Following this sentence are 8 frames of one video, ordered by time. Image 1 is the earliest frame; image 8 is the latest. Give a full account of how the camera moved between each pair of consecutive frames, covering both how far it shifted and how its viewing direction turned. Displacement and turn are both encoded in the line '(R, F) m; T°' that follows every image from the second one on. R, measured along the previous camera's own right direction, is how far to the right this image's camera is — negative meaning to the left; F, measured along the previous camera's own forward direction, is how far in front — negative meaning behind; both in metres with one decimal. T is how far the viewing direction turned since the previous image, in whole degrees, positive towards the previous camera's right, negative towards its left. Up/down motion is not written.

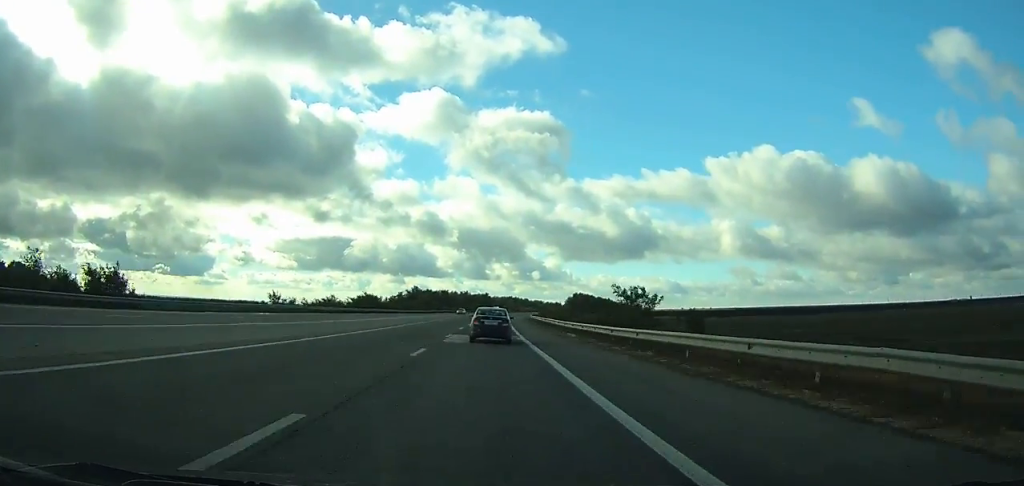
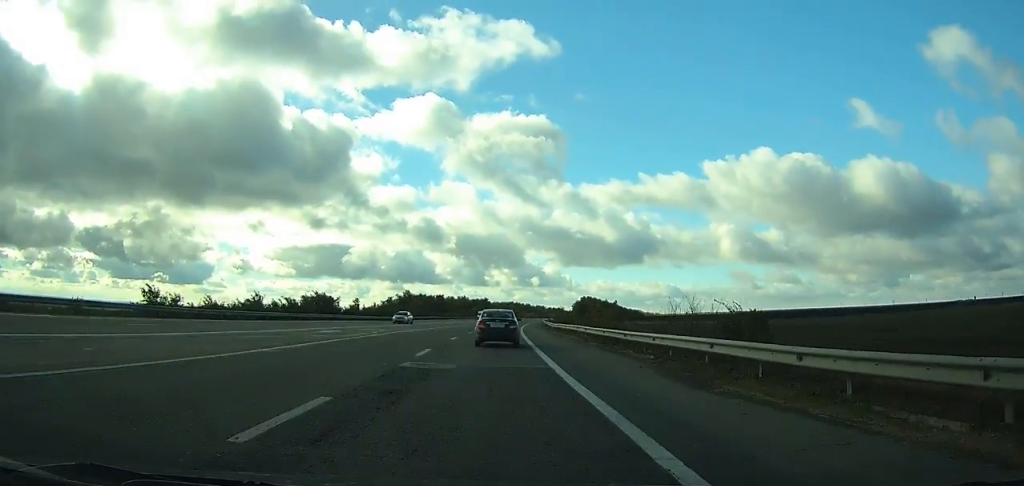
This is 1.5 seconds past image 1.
(+0.4, +34.2) m; +1°
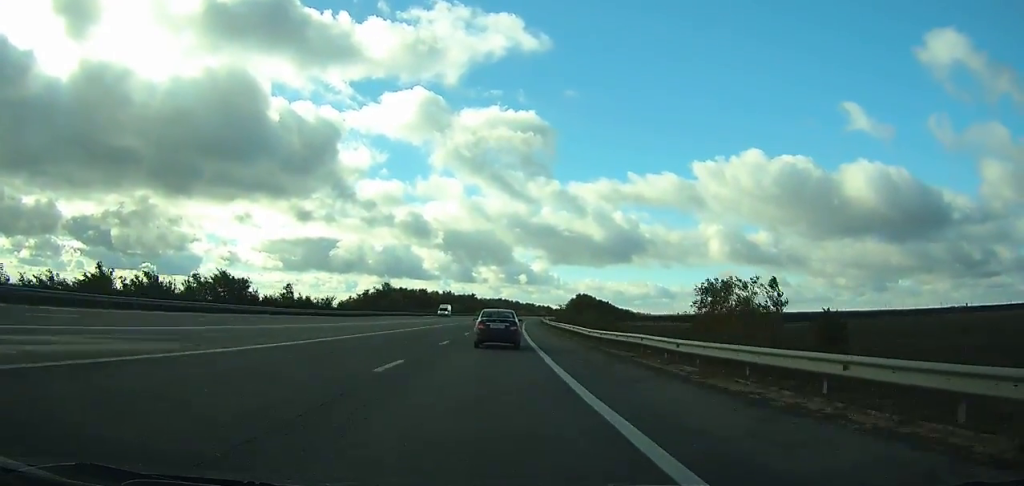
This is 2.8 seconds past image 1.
(+0.1, +29.6) m; +1°
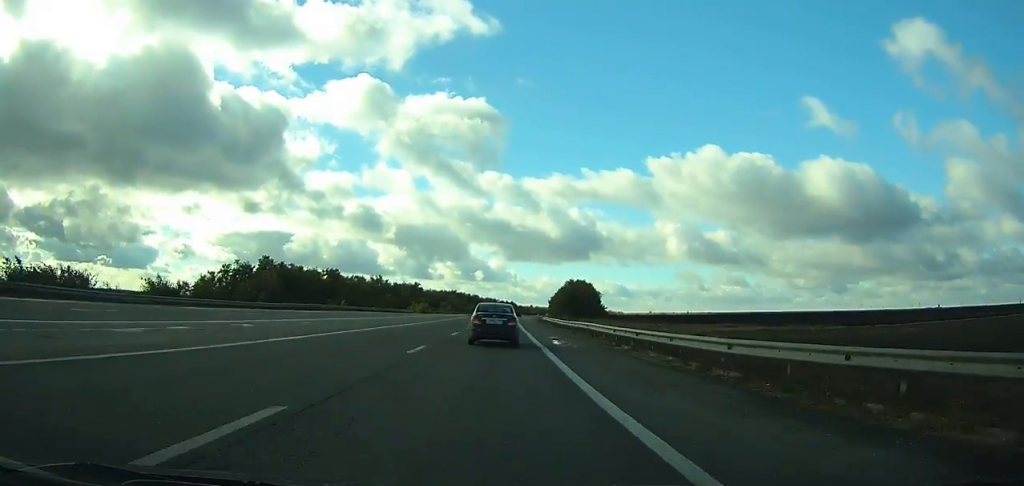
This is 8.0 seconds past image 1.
(+4.0, +116.3) m; +4°
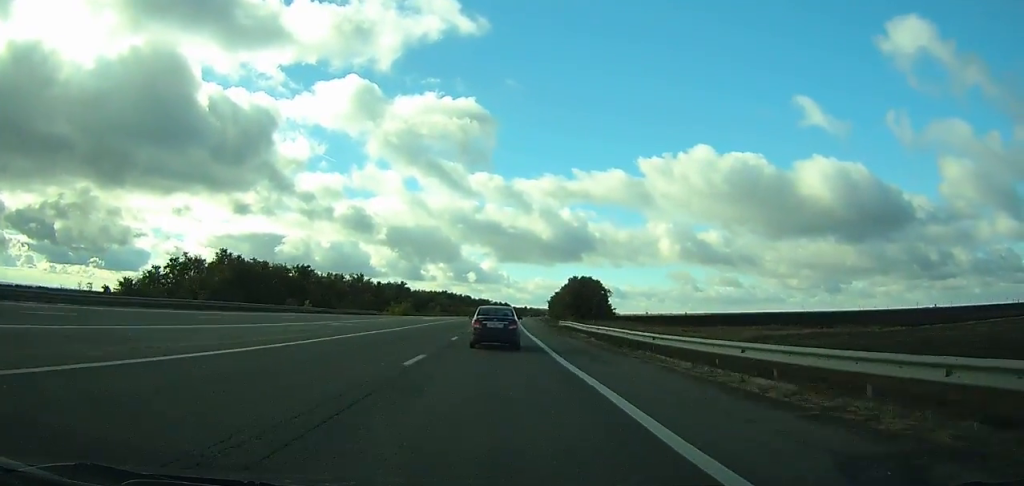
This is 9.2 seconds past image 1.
(-0.1, +26.6) m; +1°
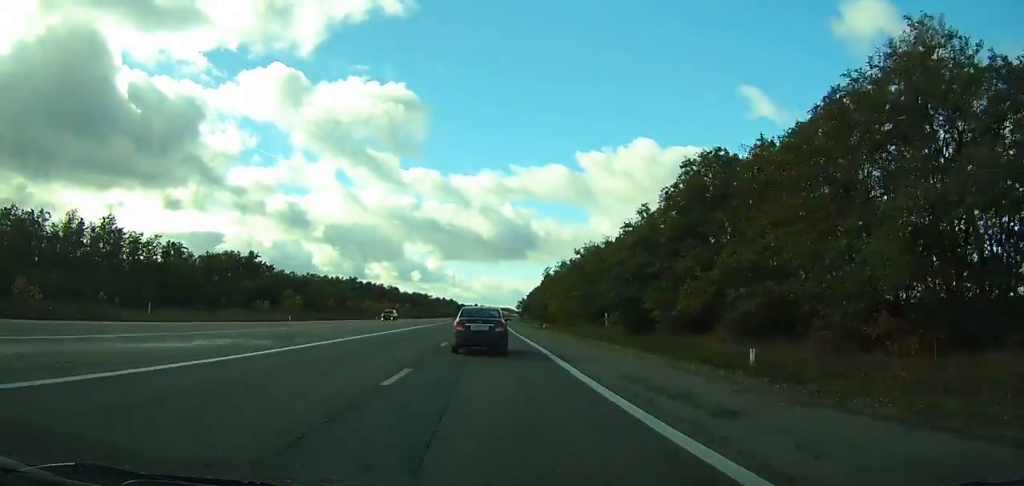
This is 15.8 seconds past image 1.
(+5.7, +143.6) m; +4°
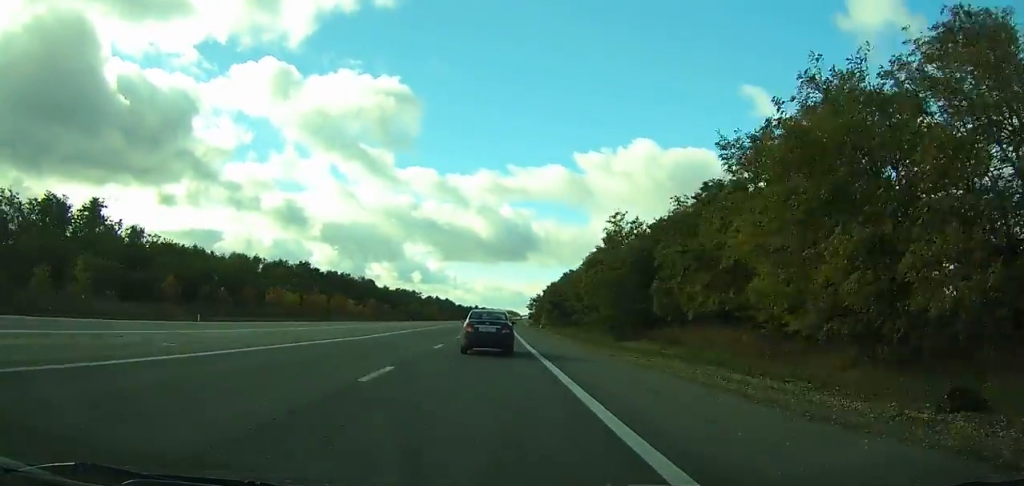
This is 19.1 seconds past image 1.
(+0.9, +69.4) m; +1°
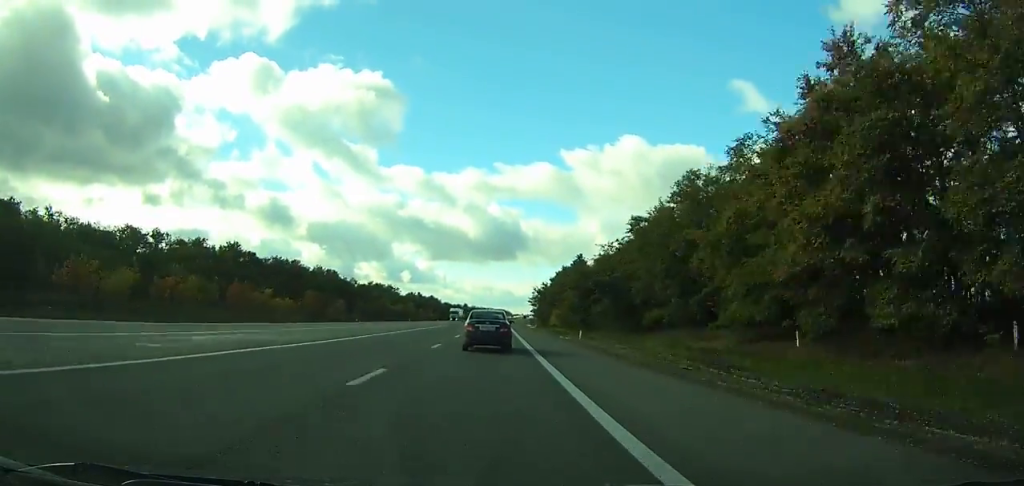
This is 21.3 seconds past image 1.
(-0.1, +45.0) m; 0°
